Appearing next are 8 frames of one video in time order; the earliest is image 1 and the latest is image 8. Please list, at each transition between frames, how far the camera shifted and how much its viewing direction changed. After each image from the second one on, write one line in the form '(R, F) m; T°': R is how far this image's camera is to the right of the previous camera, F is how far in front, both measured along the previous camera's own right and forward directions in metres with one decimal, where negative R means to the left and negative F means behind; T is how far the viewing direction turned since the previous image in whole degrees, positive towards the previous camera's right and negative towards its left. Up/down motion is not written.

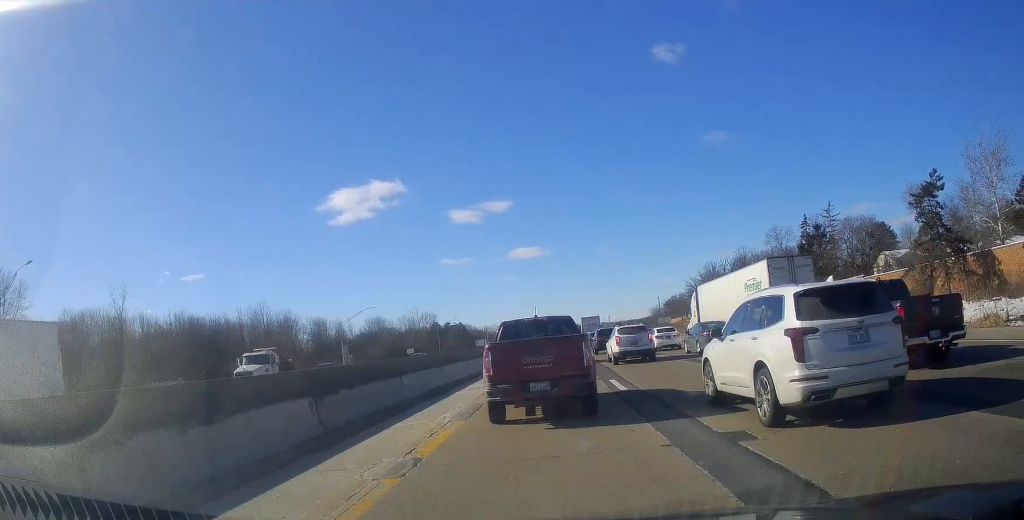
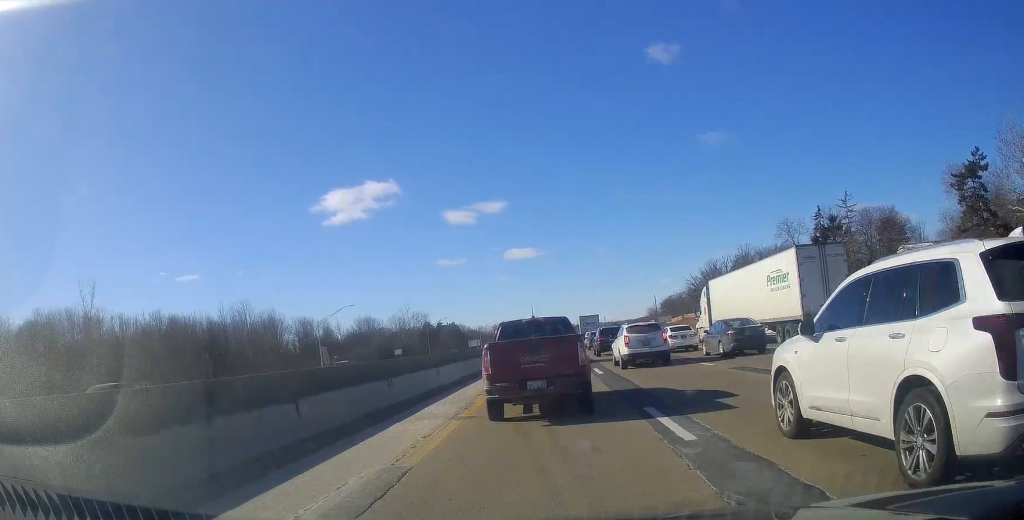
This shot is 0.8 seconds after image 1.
(+0.5, +7.7) m; 0°
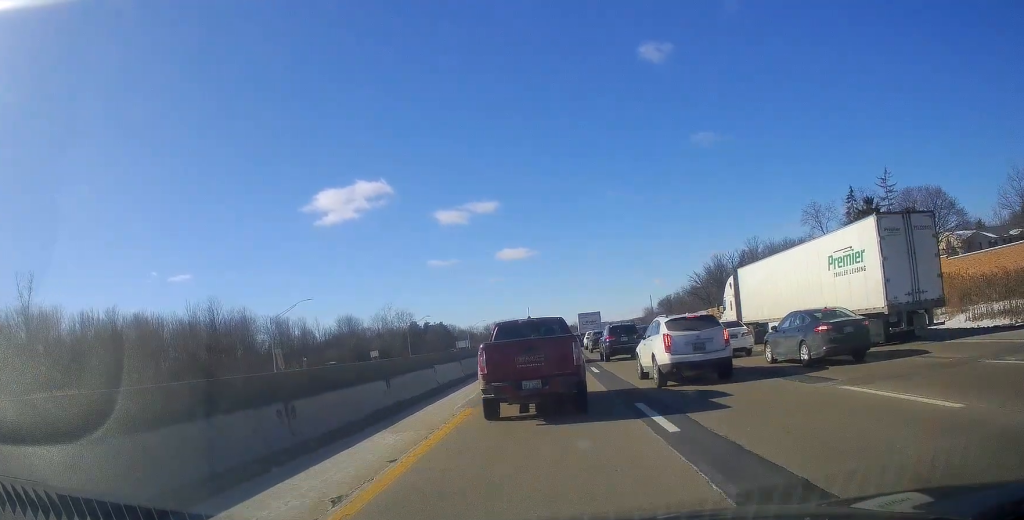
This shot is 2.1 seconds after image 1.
(-0.4, +13.7) m; +1°
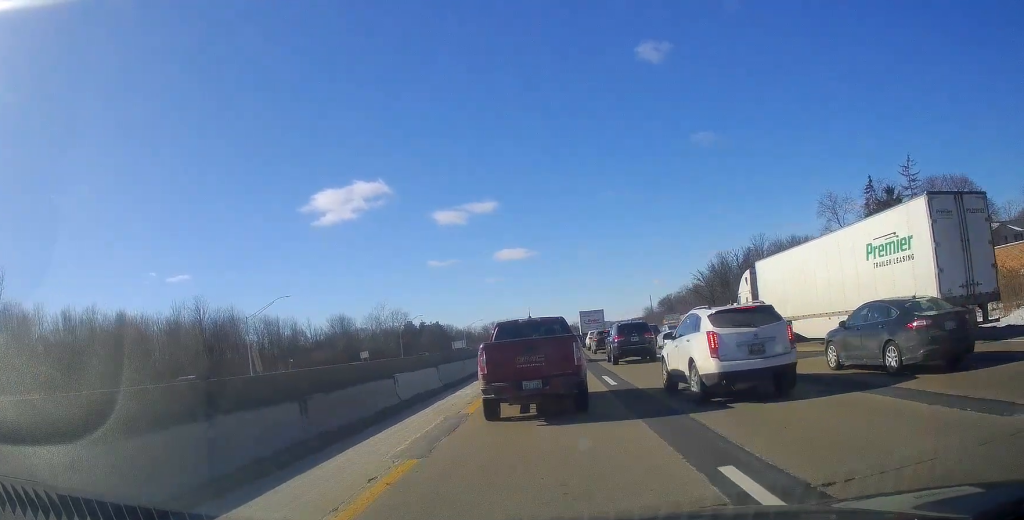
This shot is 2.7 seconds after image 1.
(+0.3, +6.1) m; +2°
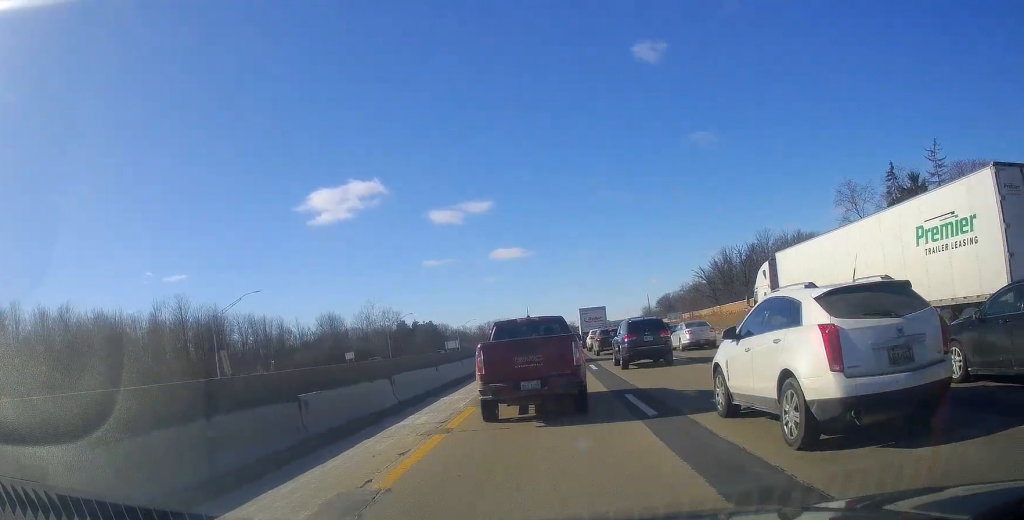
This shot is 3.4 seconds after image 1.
(+0.1, +6.7) m; +1°
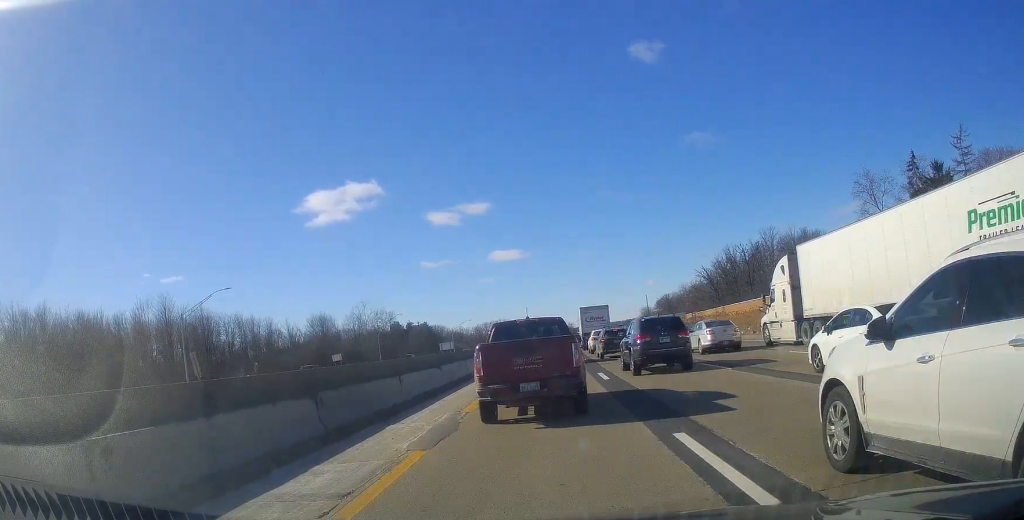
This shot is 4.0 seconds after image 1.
(0.0, +5.7) m; 0°
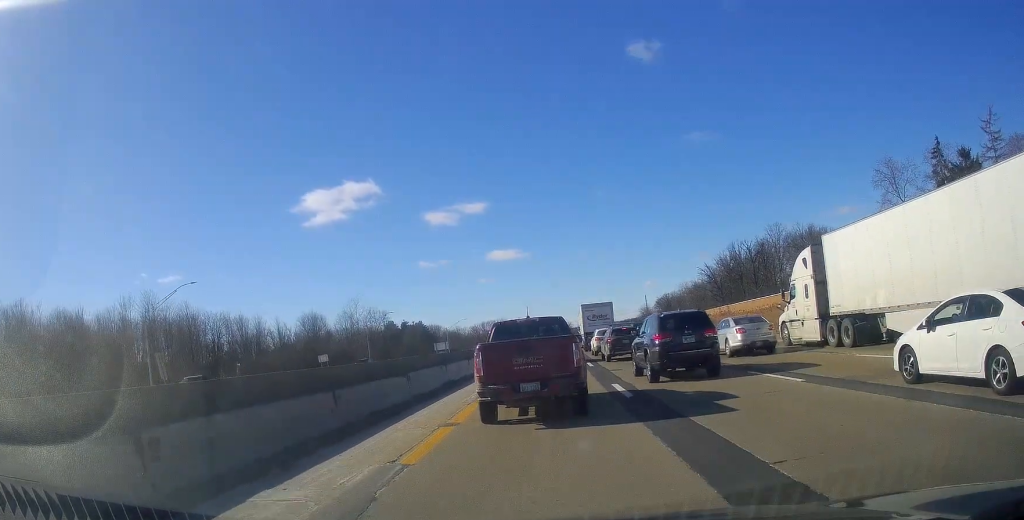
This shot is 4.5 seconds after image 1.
(0.0, +5.7) m; -2°
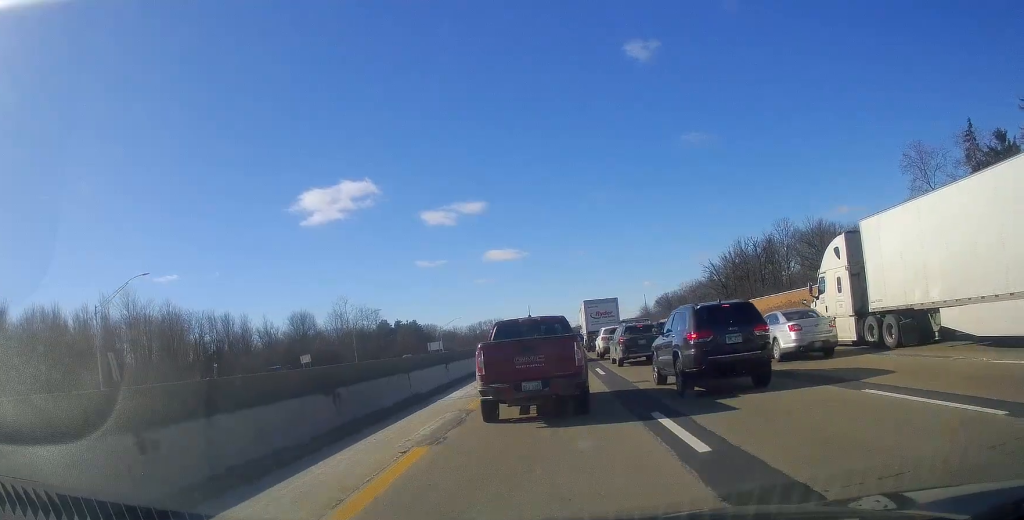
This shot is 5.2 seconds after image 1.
(-0.1, +6.7) m; -1°
